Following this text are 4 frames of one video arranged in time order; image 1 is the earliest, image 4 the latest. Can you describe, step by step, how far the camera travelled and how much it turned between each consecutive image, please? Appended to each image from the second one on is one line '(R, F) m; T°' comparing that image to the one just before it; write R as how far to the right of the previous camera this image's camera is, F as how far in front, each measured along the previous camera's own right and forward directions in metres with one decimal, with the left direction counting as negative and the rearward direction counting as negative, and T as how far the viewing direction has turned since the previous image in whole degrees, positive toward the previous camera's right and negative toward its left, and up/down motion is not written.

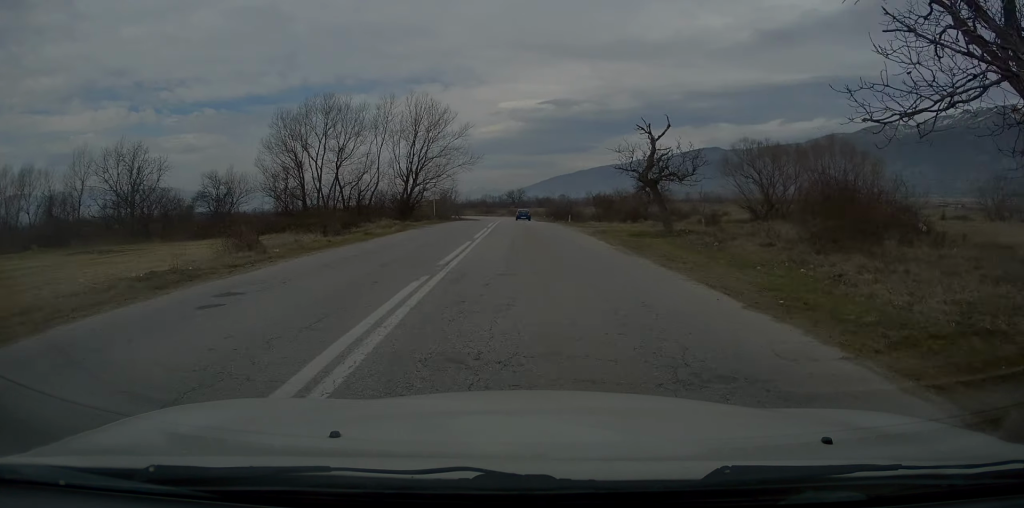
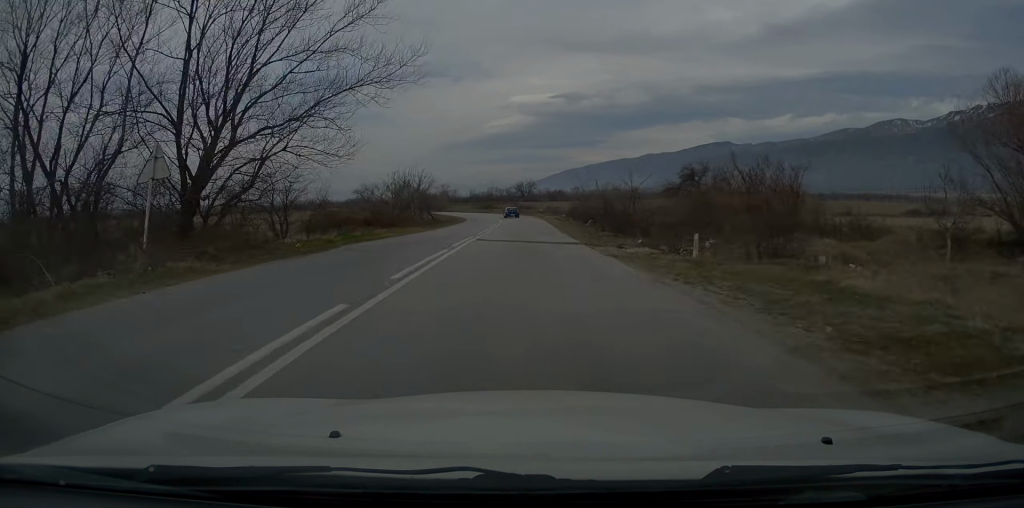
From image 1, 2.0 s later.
(-1.1, +38.8) m; -2°
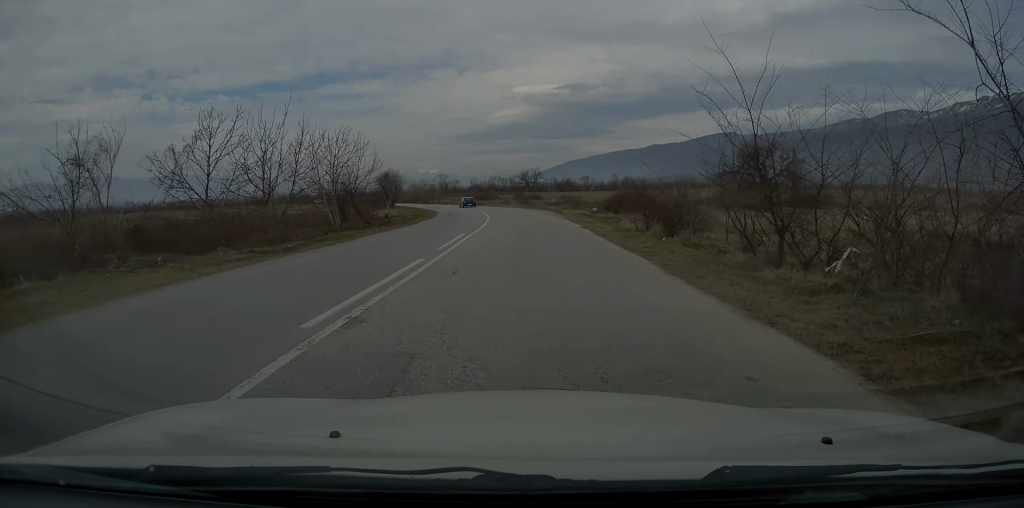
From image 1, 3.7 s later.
(+0.5, +31.7) m; +1°
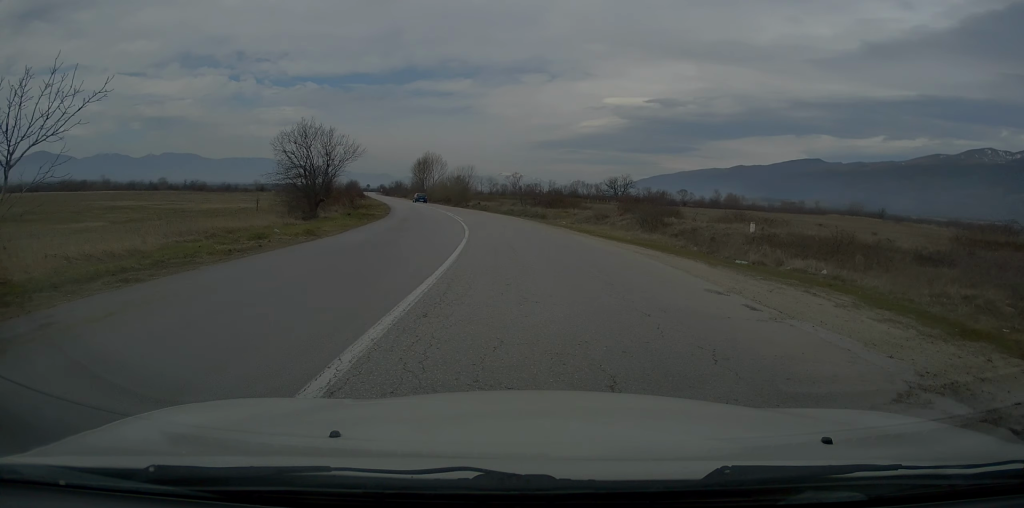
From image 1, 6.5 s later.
(-2.5, +55.3) m; -8°
